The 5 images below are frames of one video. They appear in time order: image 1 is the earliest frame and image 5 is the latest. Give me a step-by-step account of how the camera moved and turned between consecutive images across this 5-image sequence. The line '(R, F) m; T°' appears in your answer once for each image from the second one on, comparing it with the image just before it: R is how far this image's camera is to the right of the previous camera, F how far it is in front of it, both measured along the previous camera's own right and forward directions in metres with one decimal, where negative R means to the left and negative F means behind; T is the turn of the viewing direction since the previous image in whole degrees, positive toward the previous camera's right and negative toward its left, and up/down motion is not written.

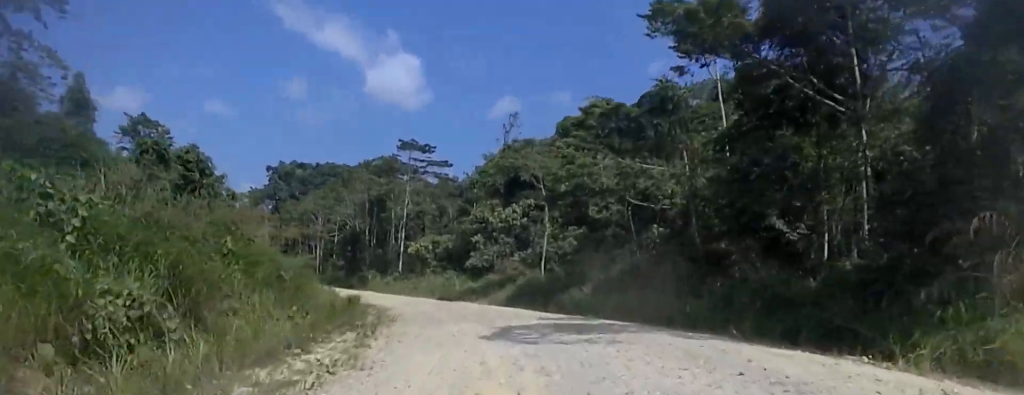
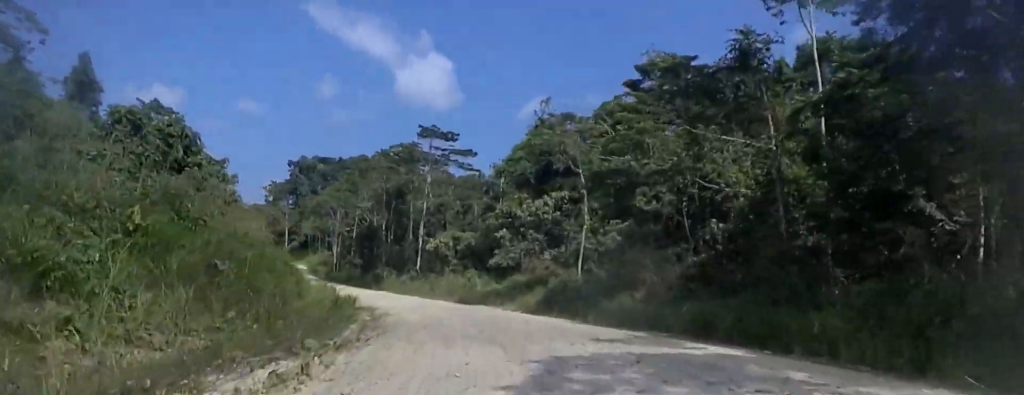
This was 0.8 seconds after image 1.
(-1.0, +7.5) m; -8°
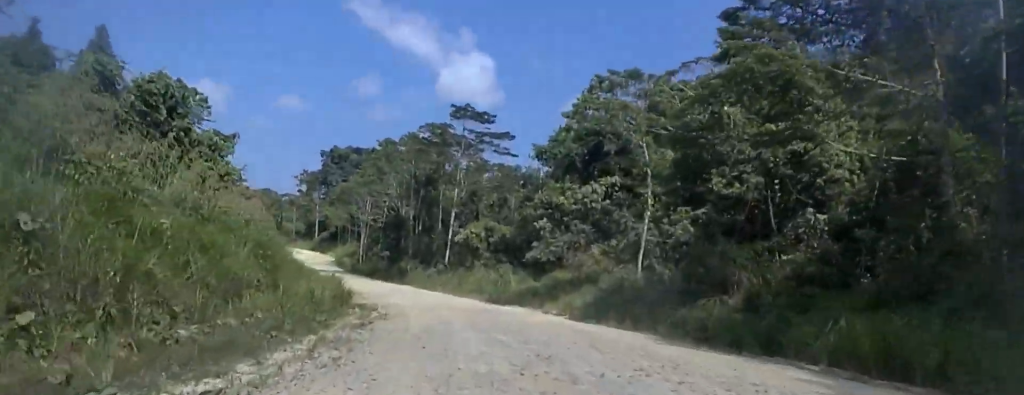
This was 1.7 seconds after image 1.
(-0.5, +7.9) m; -4°
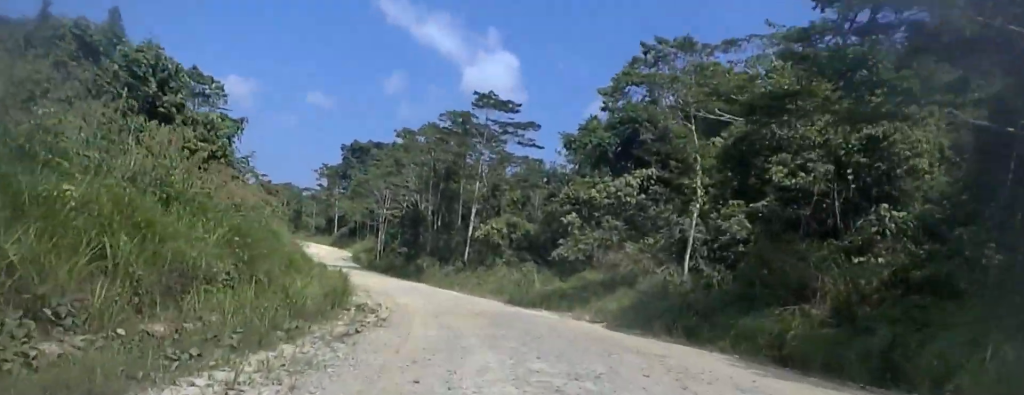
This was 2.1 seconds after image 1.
(0.0, +4.2) m; 0°
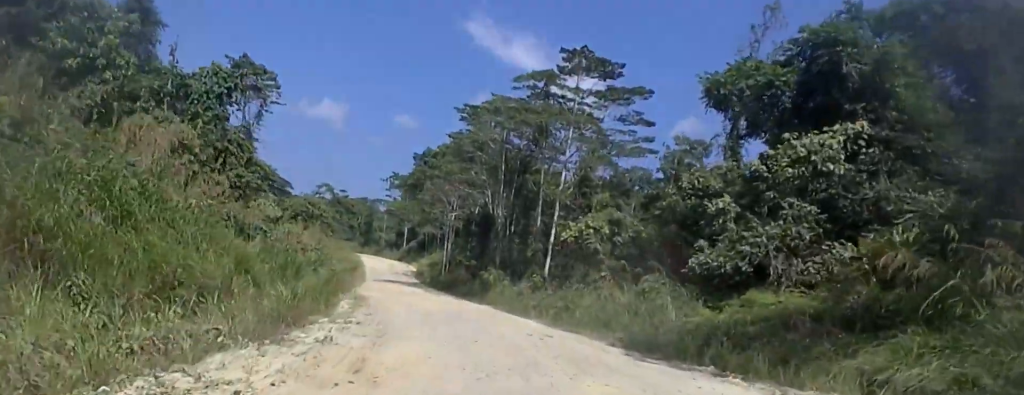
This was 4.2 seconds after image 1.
(0.0, +16.9) m; 0°
